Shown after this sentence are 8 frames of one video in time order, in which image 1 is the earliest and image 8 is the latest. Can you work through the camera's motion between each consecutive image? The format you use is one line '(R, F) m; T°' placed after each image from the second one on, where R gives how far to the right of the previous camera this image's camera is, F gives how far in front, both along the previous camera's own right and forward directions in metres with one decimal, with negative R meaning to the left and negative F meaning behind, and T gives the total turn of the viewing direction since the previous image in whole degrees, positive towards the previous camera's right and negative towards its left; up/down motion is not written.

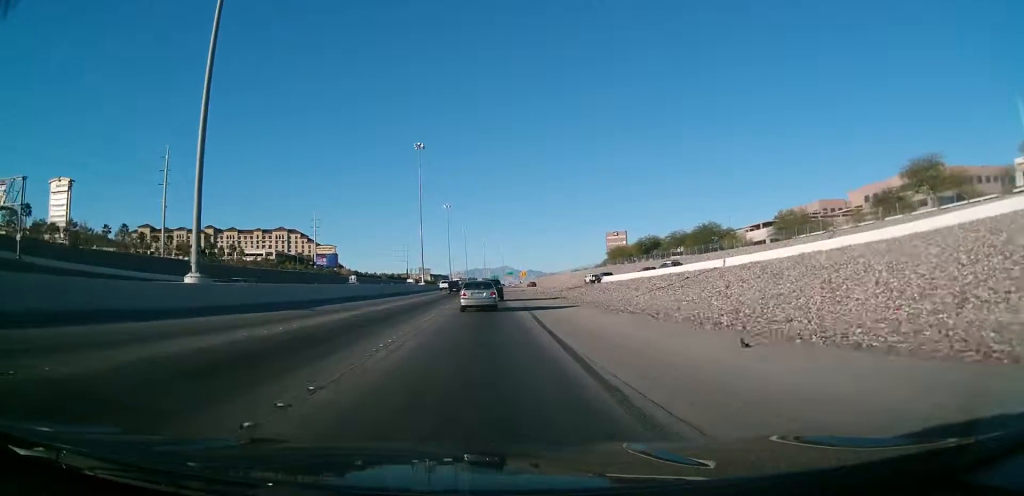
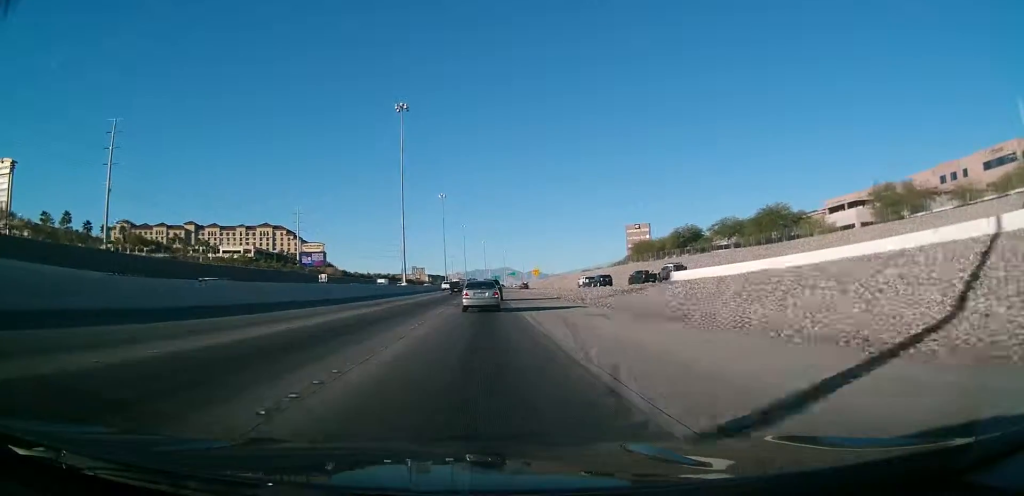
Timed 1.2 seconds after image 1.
(0.0, +32.0) m; 0°
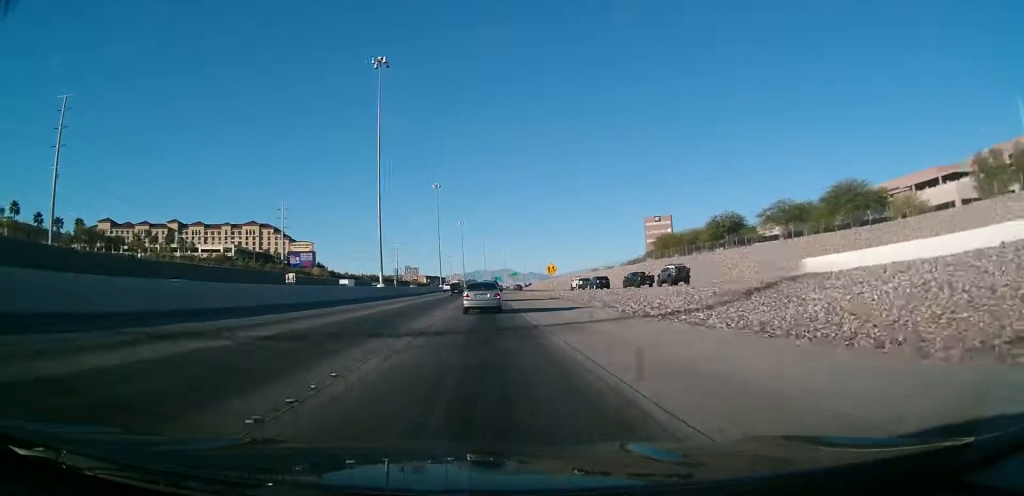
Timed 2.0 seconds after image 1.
(0.0, +23.6) m; +1°
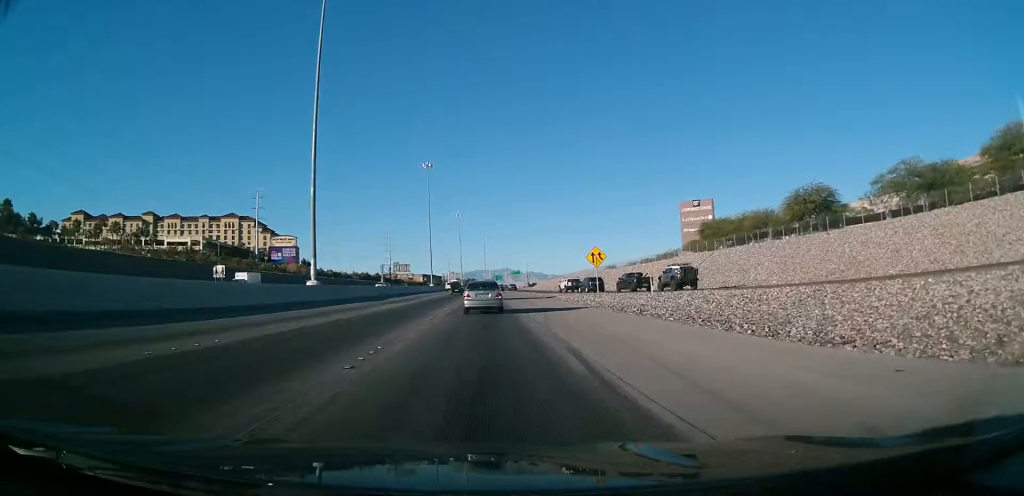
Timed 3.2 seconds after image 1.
(+0.5, +32.5) m; 0°
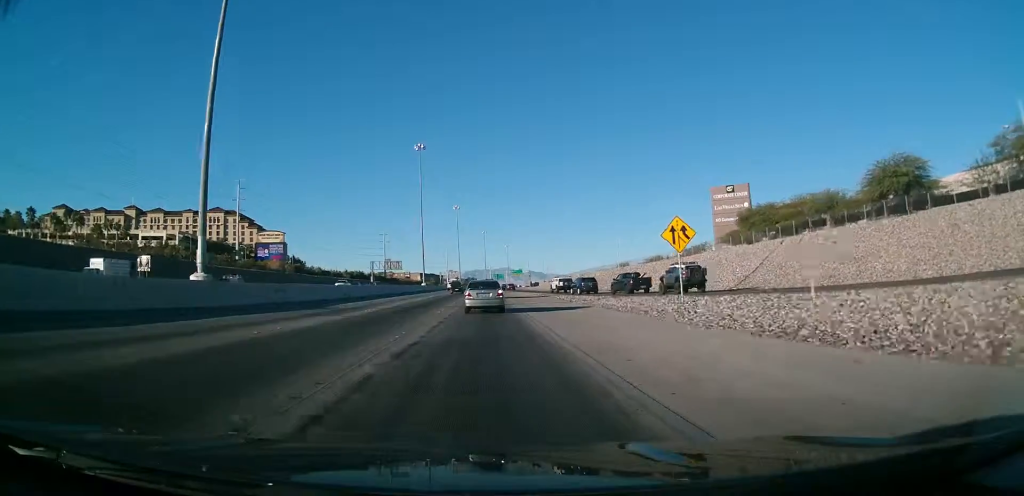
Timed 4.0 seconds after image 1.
(-0.4, +20.7) m; -1°
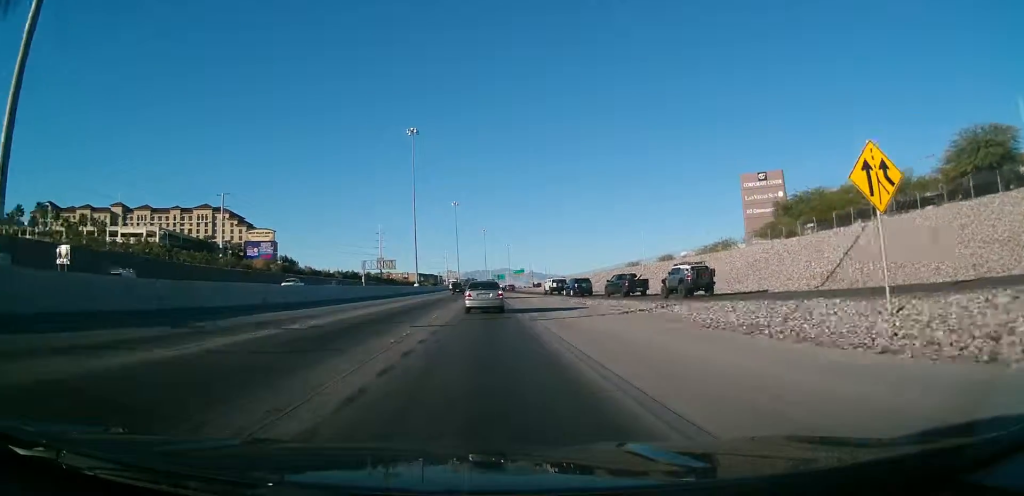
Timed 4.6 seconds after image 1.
(-0.1, +15.2) m; 0°
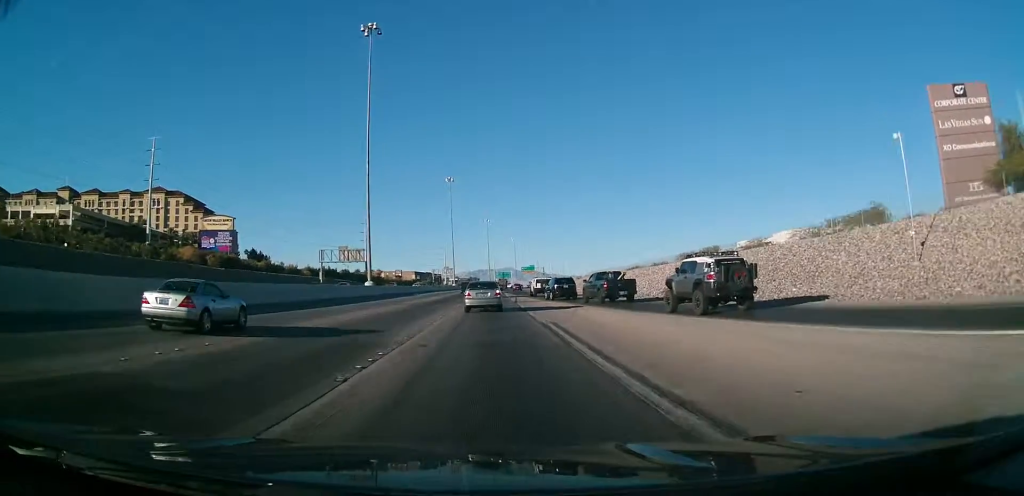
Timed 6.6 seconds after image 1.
(-0.3, +52.7) m; -1°
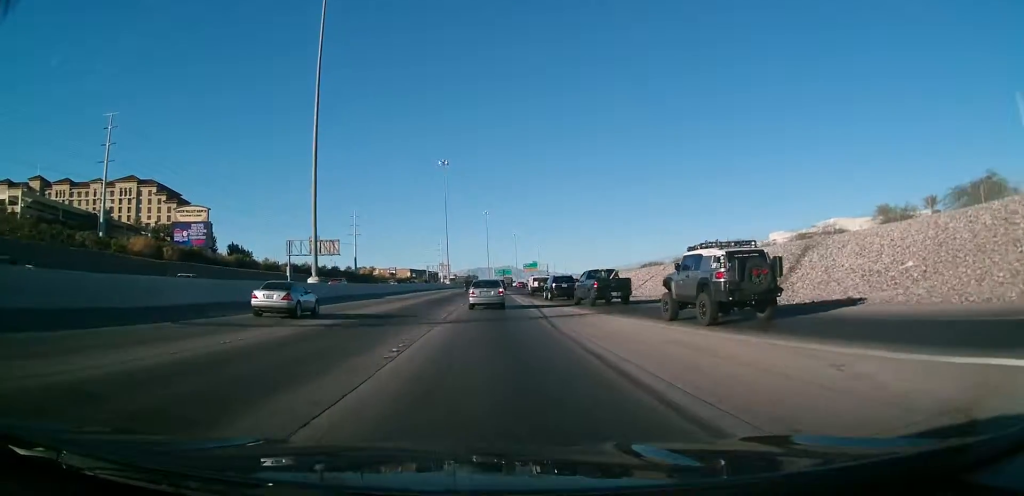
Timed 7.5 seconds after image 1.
(0.0, +23.2) m; 0°
